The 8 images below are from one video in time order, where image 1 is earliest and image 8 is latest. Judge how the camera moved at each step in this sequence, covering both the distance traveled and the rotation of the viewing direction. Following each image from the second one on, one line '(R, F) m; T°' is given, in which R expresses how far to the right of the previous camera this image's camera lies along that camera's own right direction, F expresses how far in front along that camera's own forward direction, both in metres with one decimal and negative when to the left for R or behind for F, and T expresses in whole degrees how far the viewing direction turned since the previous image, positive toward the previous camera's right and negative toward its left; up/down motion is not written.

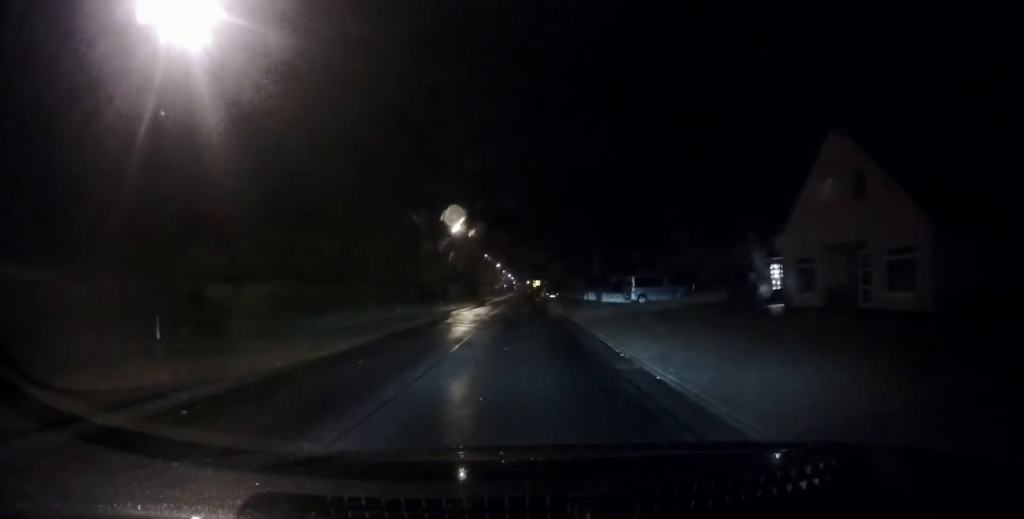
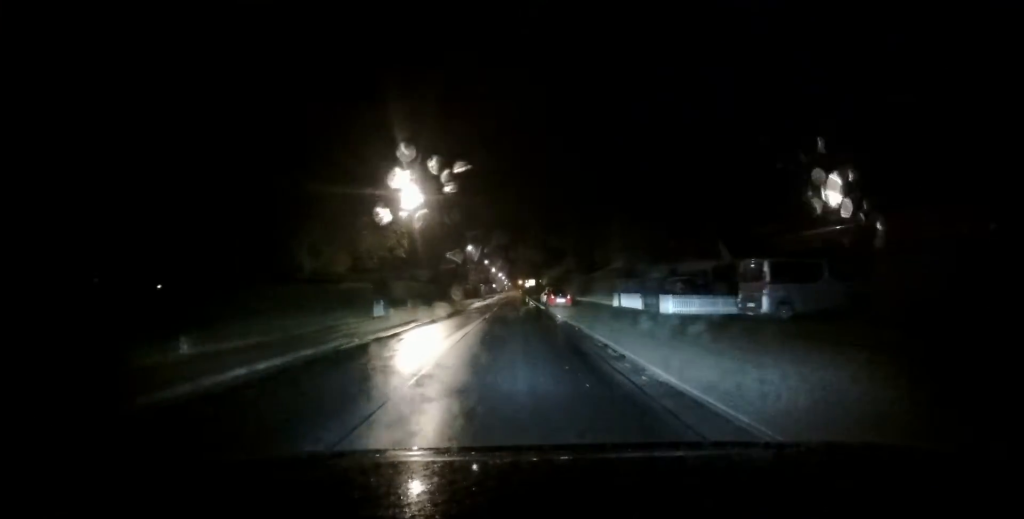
(-0.3, +22.6) m; -3°
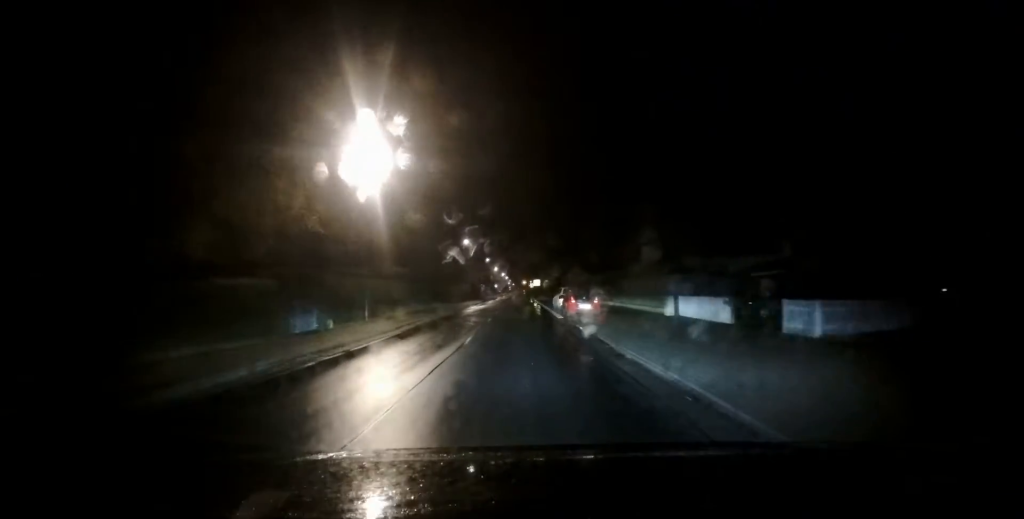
(-0.1, +12.2) m; +1°
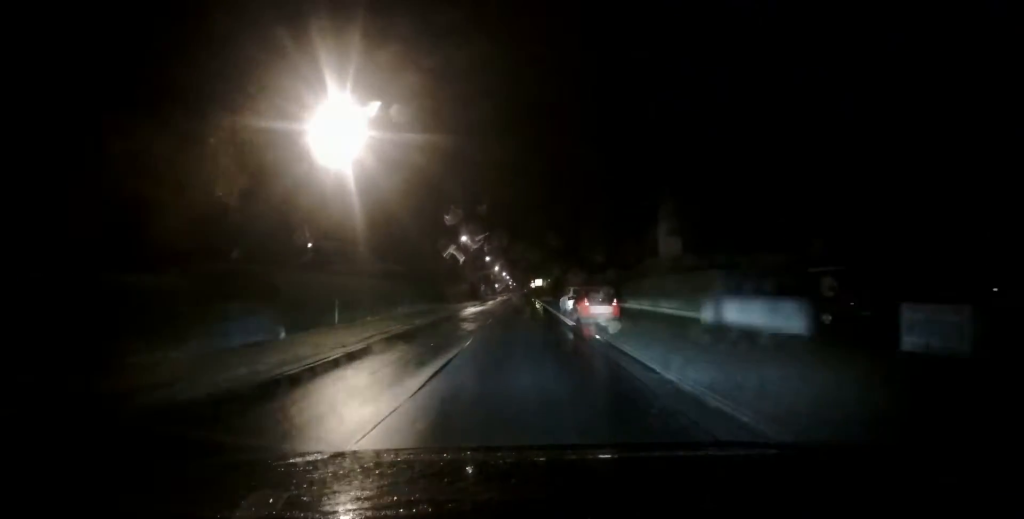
(+0.1, +5.0) m; +1°
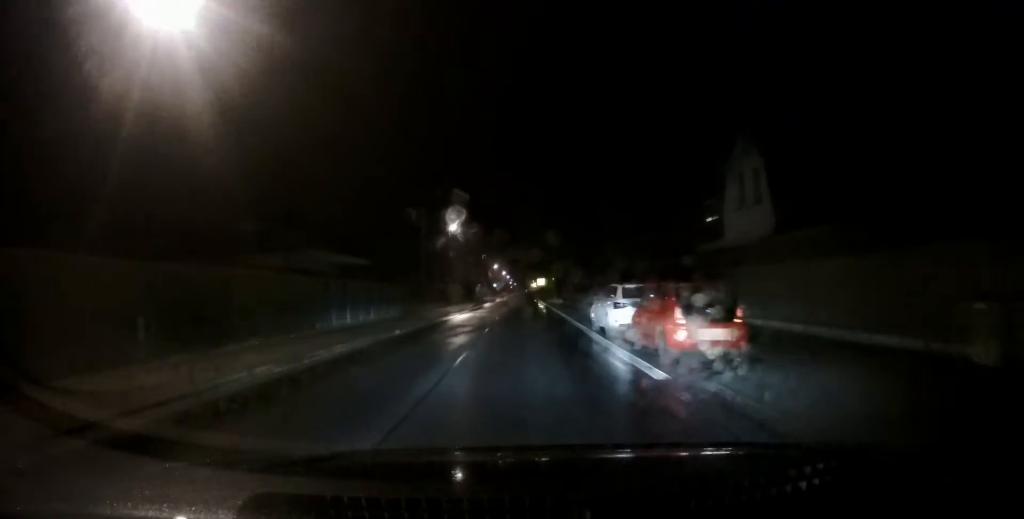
(+0.3, +13.1) m; +1°
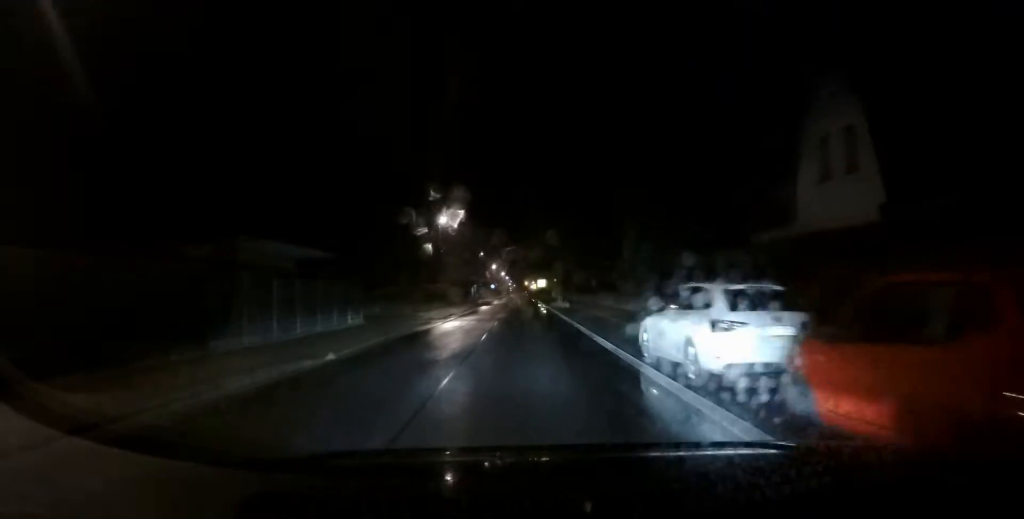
(+0.1, +7.7) m; -1°
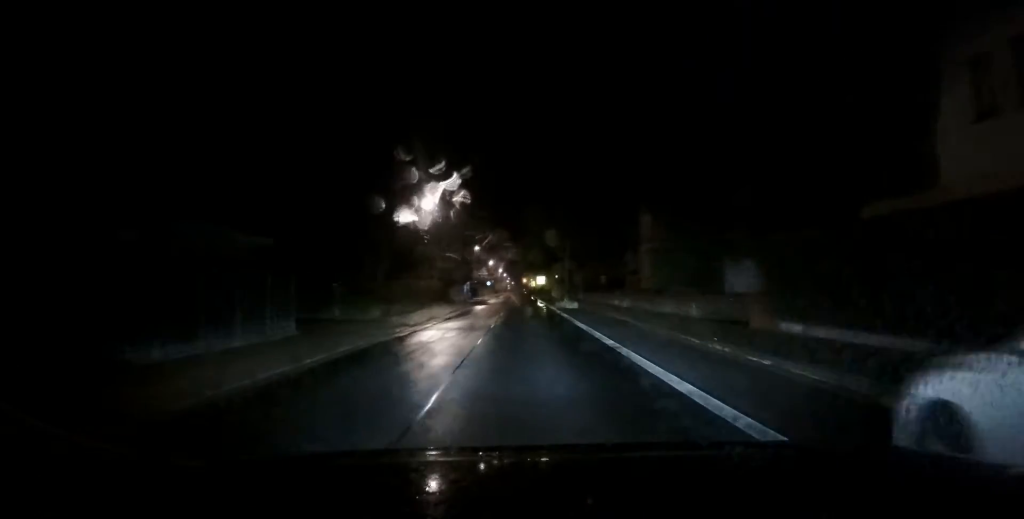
(-0.2, +8.2) m; +1°
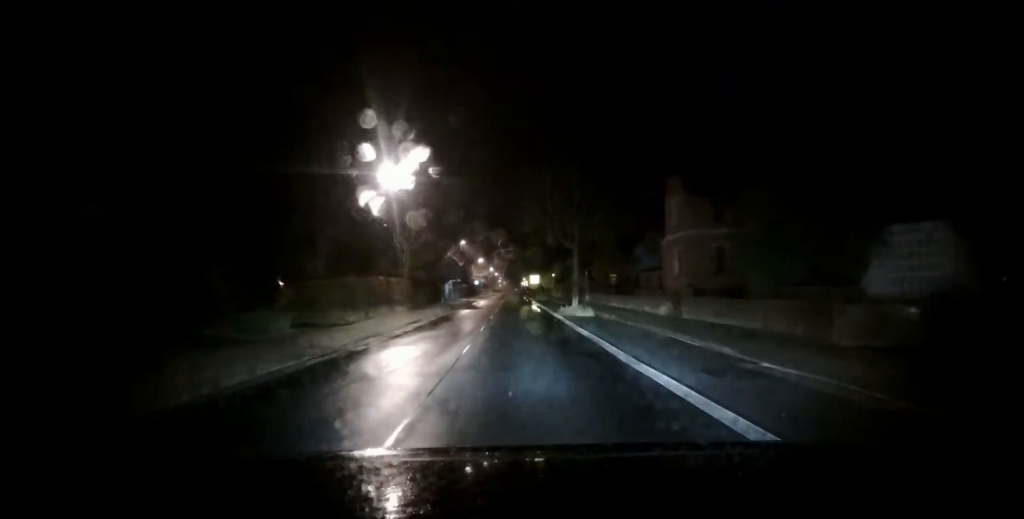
(+0.1, +11.2) m; +1°
